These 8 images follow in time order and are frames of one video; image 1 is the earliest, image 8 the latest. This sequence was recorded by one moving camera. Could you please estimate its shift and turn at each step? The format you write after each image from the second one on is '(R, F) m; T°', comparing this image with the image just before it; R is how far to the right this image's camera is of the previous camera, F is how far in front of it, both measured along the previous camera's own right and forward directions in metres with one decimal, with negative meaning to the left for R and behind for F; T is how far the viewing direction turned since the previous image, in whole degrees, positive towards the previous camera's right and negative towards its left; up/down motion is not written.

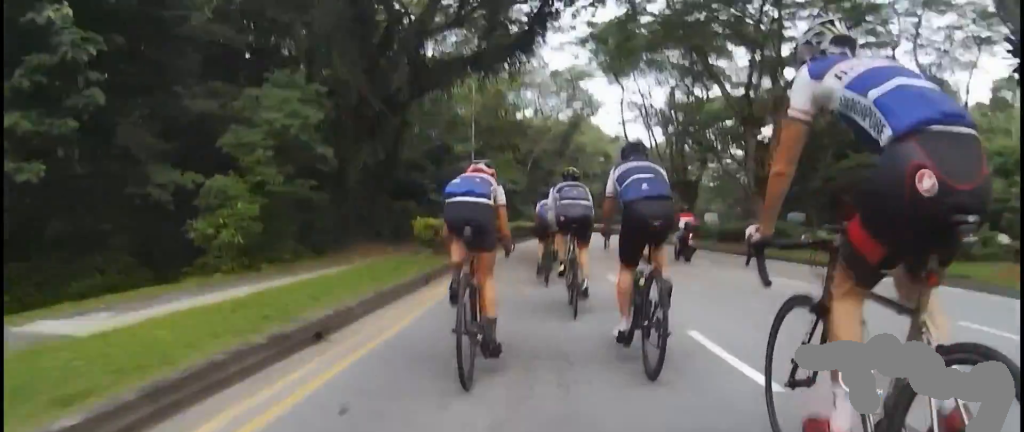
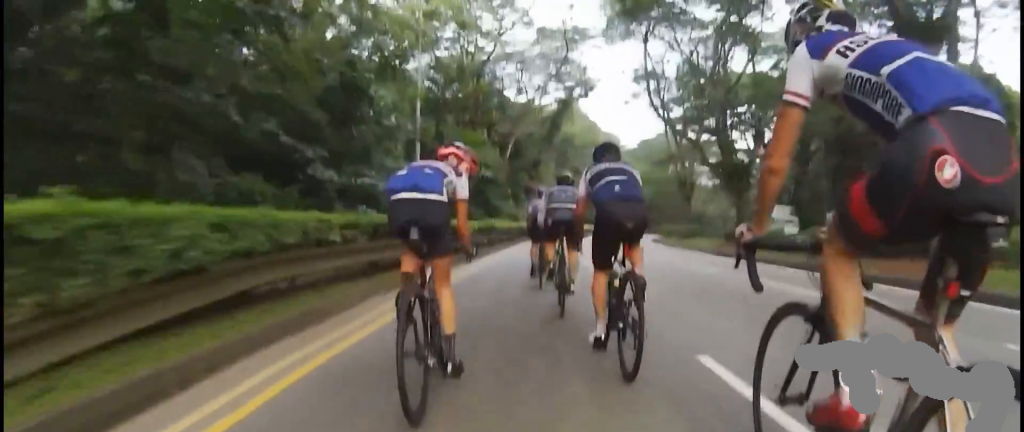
(-0.8, +13.0) m; +2°
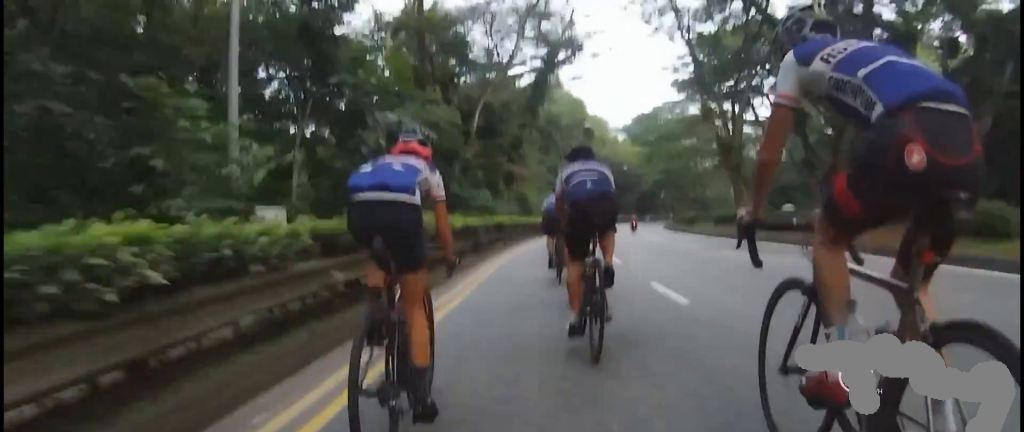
(+0.9, +14.2) m; +8°
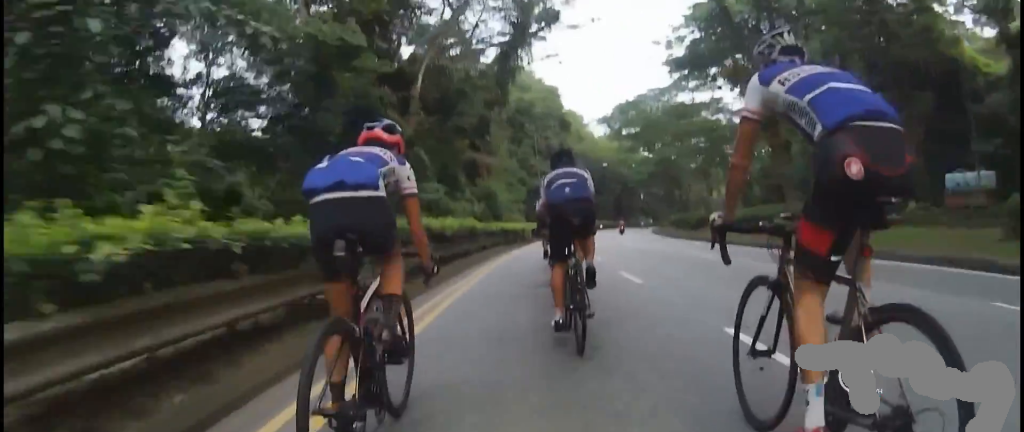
(+0.7, +9.5) m; +1°
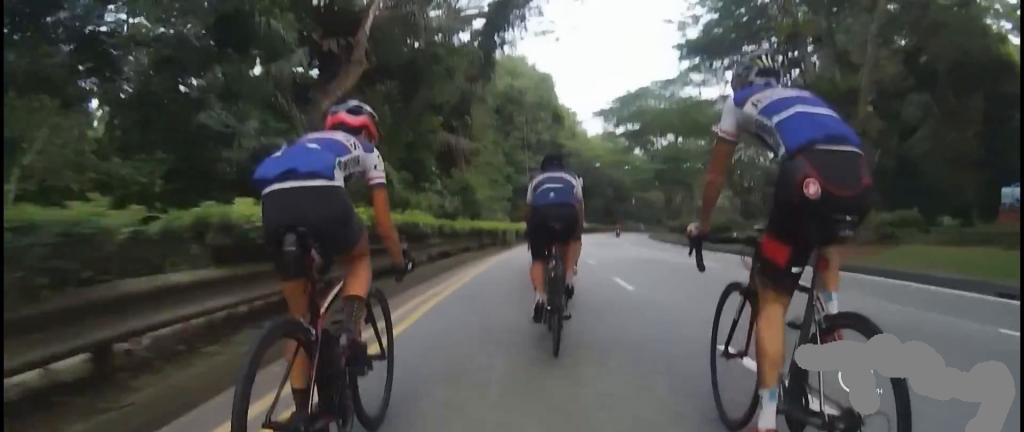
(-0.2, +6.4) m; +3°
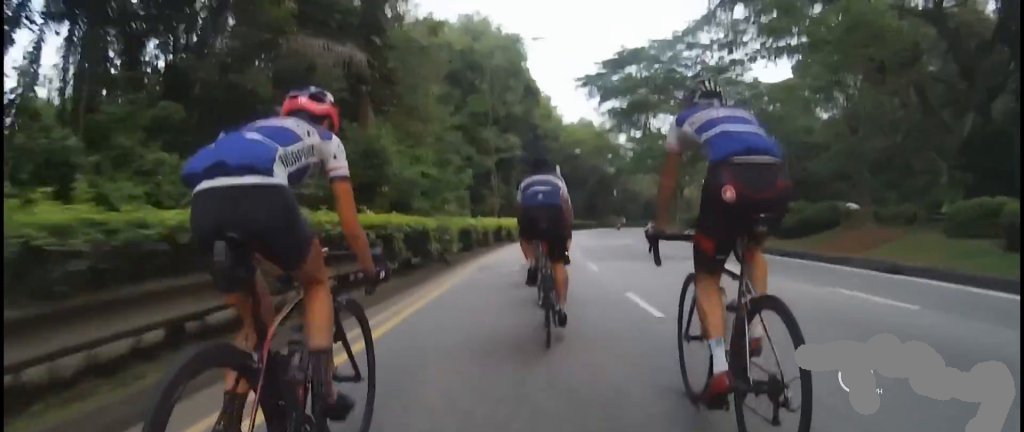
(+1.6, +14.6) m; +9°
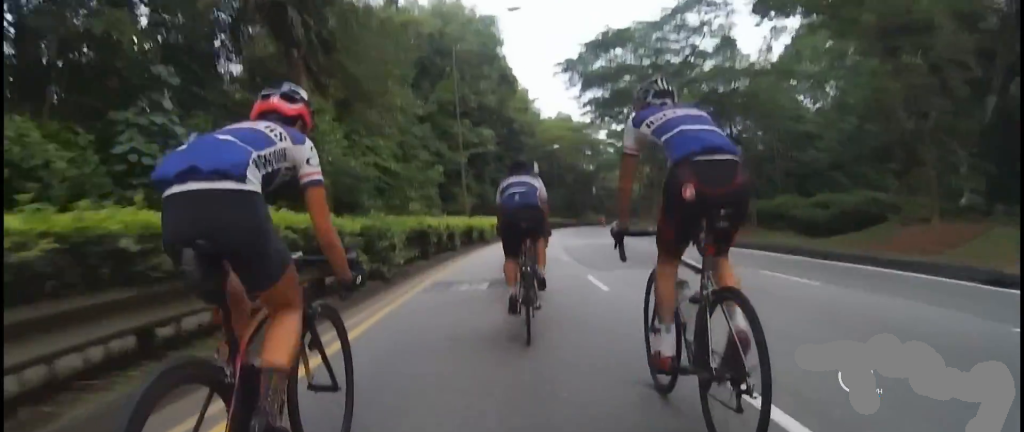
(-0.1, +4.0) m; -1°
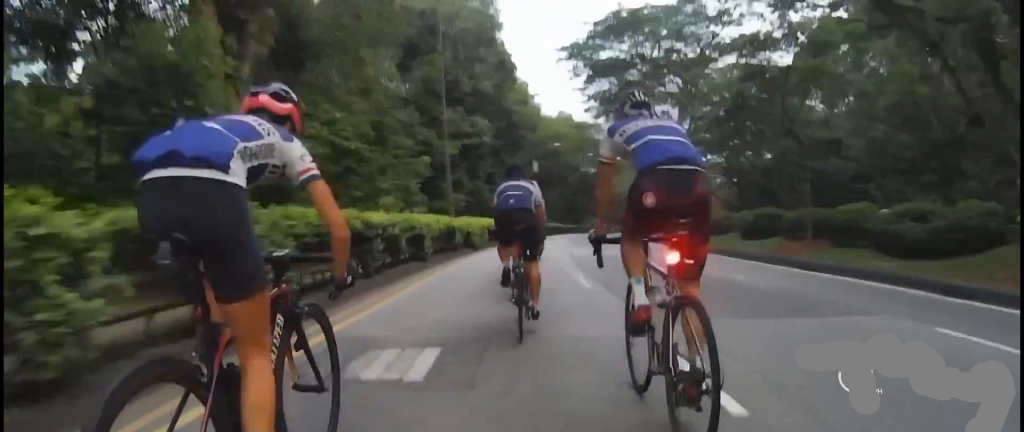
(-0.3, +5.0) m; -3°
